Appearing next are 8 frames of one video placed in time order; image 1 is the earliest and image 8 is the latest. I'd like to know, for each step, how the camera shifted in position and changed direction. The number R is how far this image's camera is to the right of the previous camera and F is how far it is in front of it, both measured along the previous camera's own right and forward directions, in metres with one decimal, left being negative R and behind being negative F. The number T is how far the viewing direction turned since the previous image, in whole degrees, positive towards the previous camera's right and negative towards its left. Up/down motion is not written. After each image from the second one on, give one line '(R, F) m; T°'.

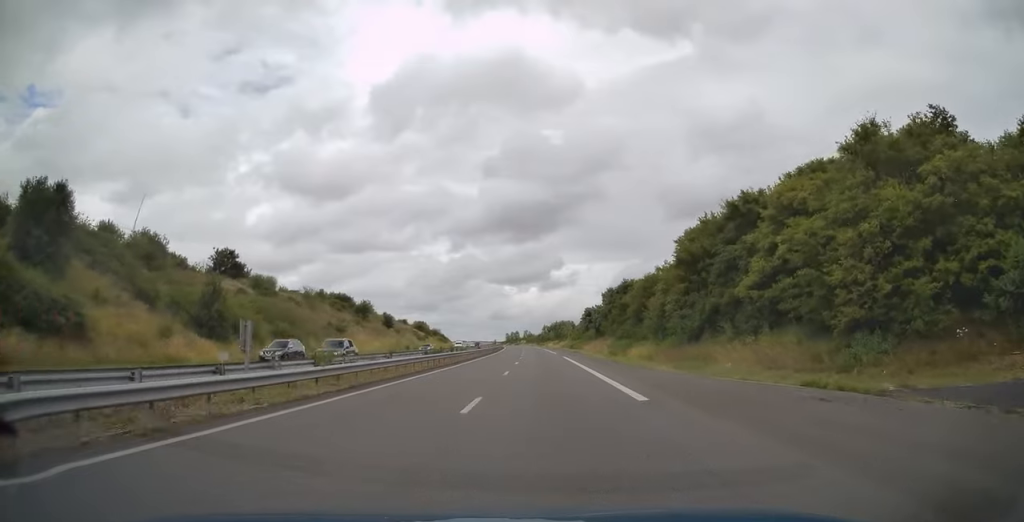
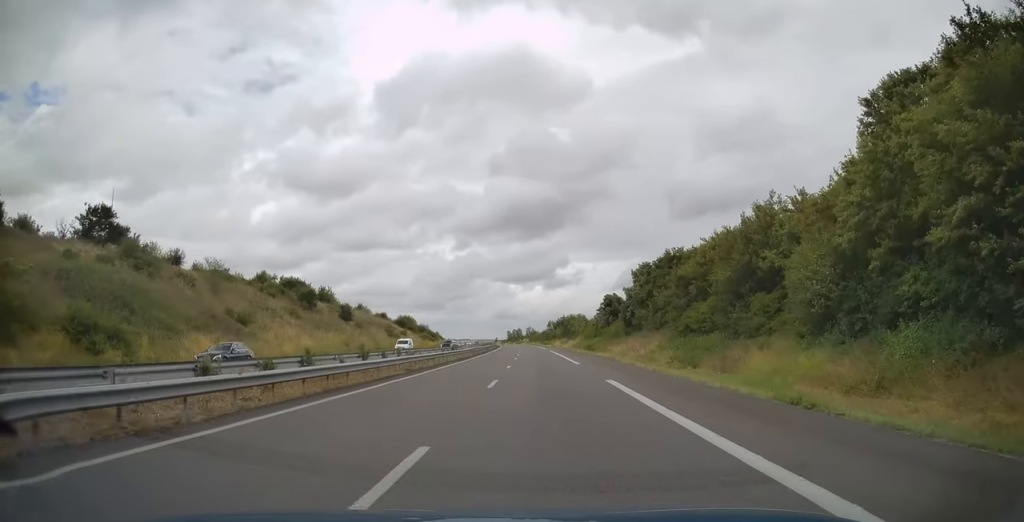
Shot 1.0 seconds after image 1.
(0.0, +32.9) m; 0°
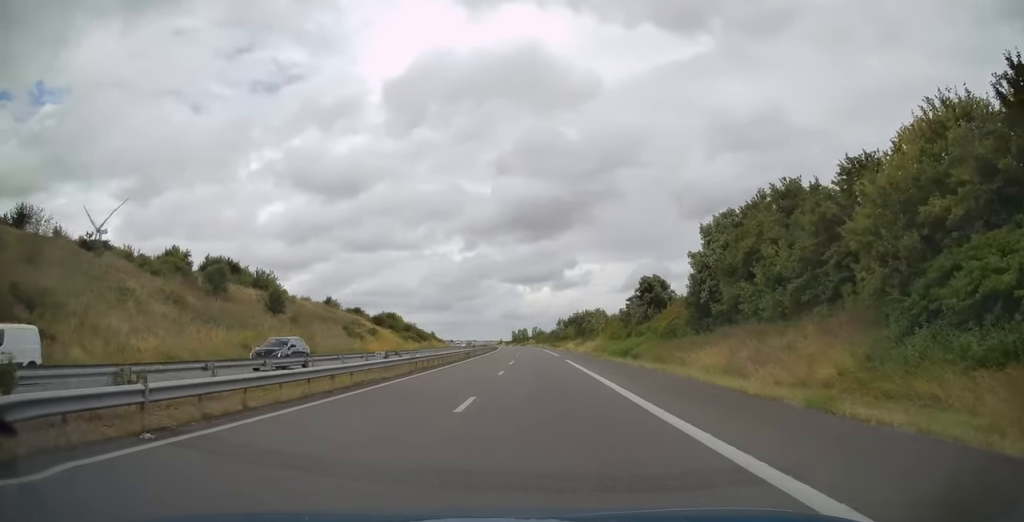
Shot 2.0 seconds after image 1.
(-0.2, +31.3) m; -1°
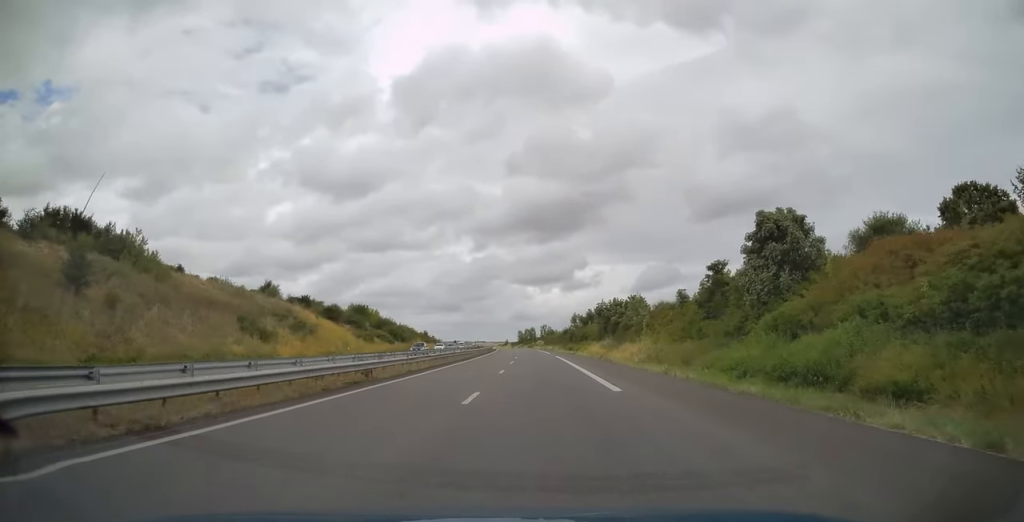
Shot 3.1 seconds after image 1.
(-0.4, +37.3) m; -1°
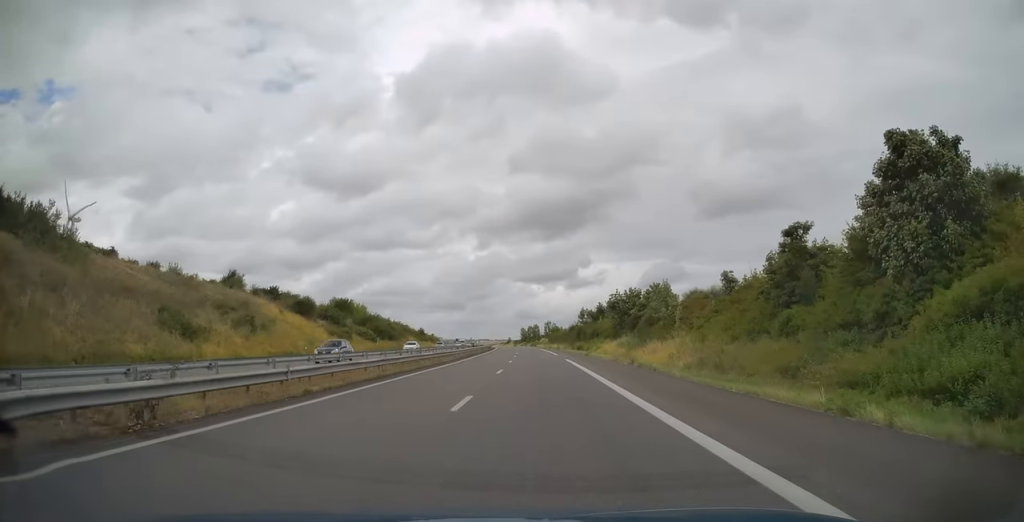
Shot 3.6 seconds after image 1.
(0.0, +14.6) m; 0°
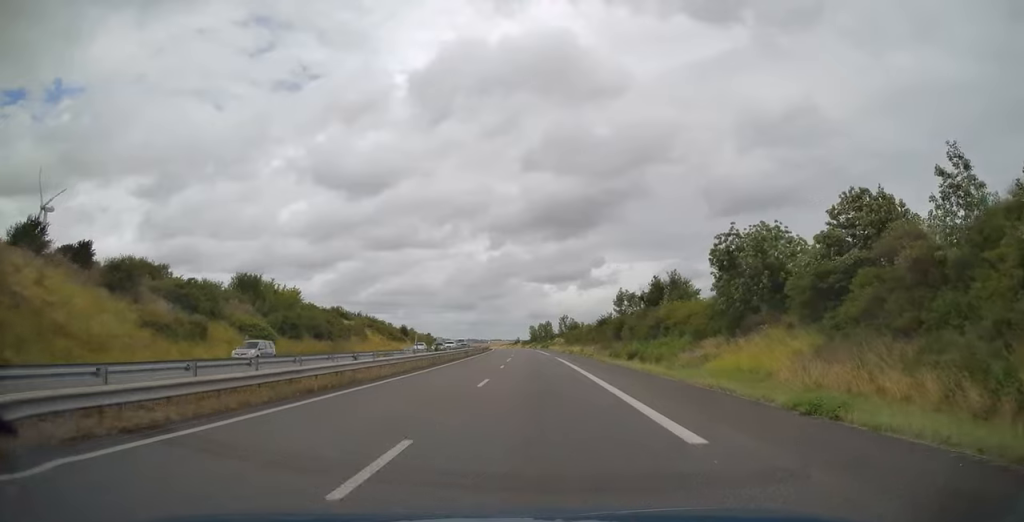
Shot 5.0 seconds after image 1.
(-0.5, +45.3) m; -1°
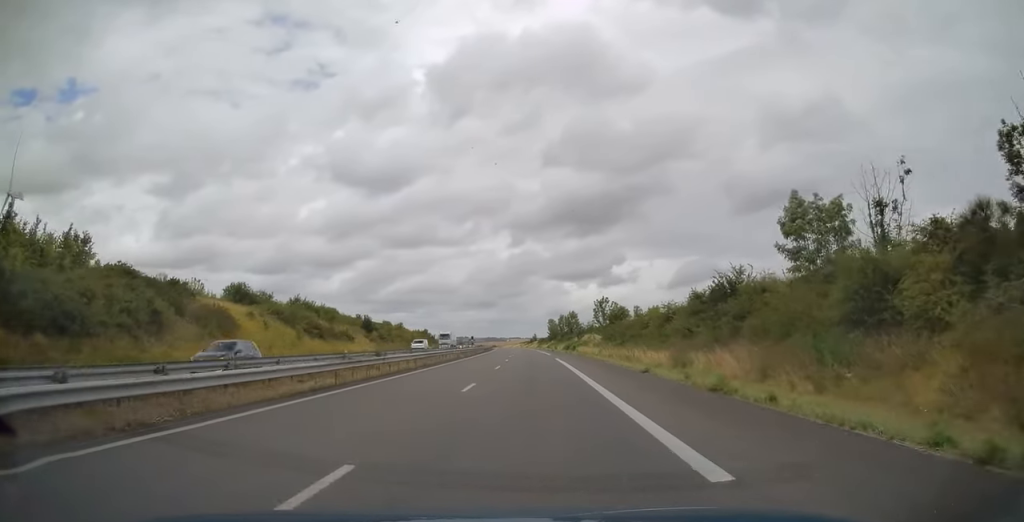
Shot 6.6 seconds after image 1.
(-0.7, +53.5) m; -2°
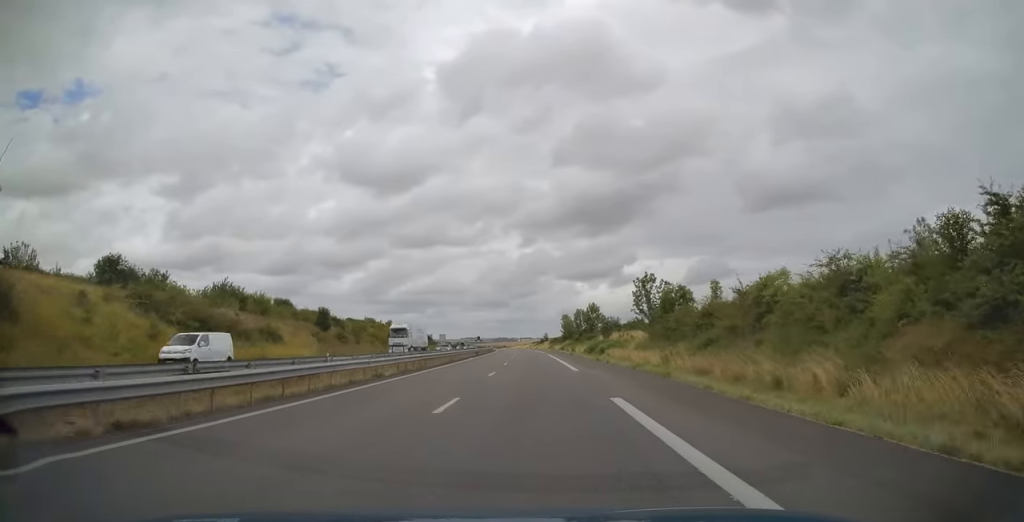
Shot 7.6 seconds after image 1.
(-0.4, +30.8) m; -1°
